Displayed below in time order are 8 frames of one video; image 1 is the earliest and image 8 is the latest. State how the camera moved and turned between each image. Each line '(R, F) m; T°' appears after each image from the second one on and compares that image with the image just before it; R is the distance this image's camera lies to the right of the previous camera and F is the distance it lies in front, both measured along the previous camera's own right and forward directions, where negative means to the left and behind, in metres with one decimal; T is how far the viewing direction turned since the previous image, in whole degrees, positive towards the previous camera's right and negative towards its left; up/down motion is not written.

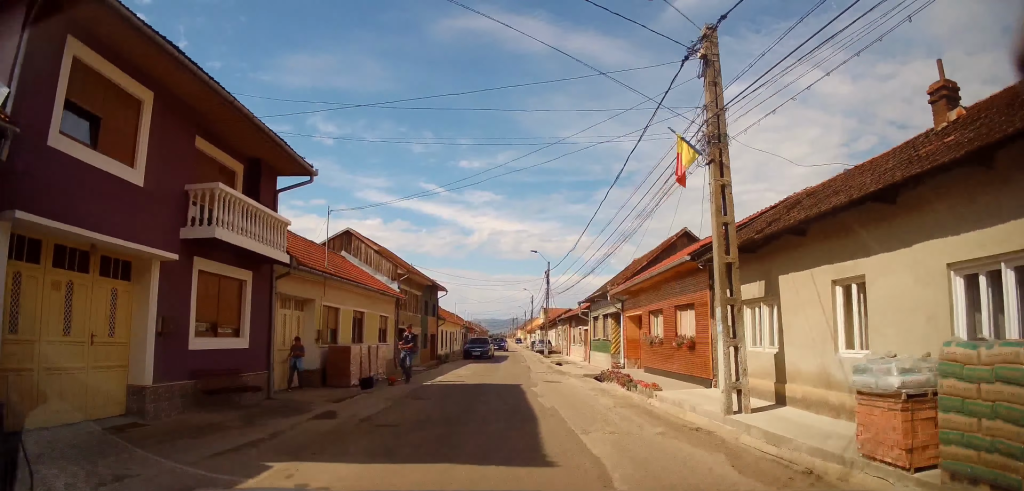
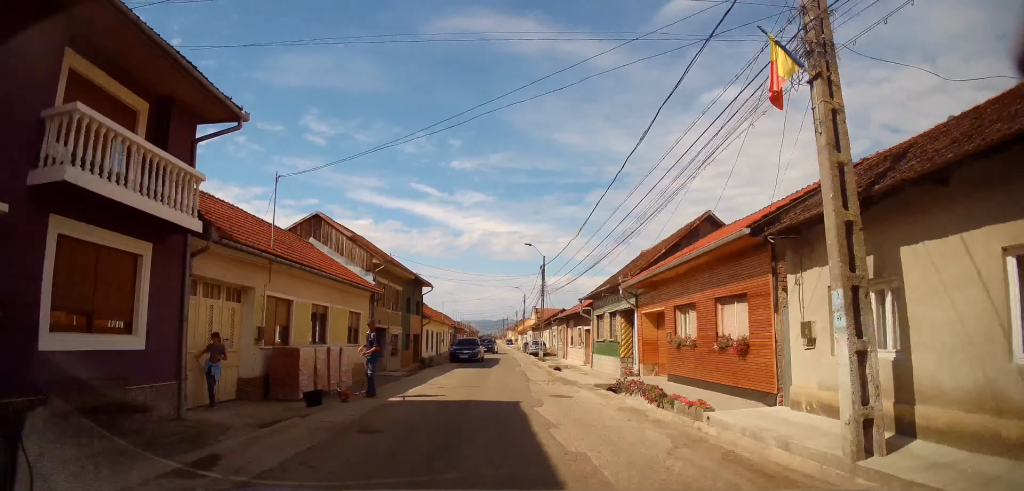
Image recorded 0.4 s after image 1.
(0.0, +4.0) m; -1°
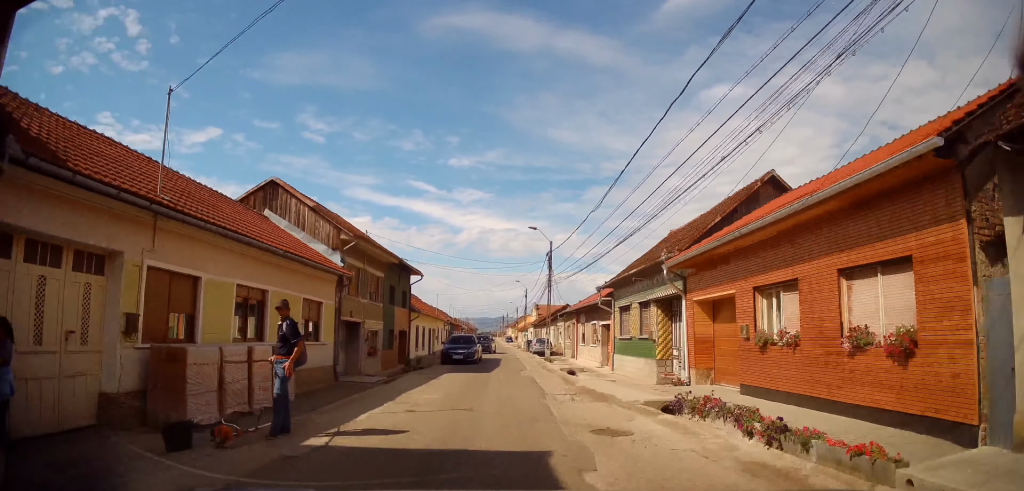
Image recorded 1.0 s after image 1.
(-0.1, +5.2) m; -1°
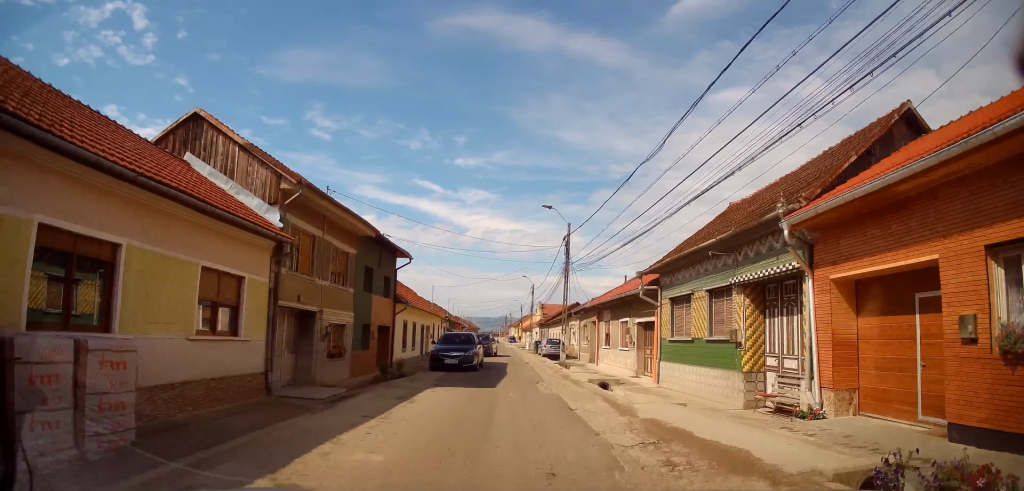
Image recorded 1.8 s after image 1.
(-0.1, +6.0) m; 0°
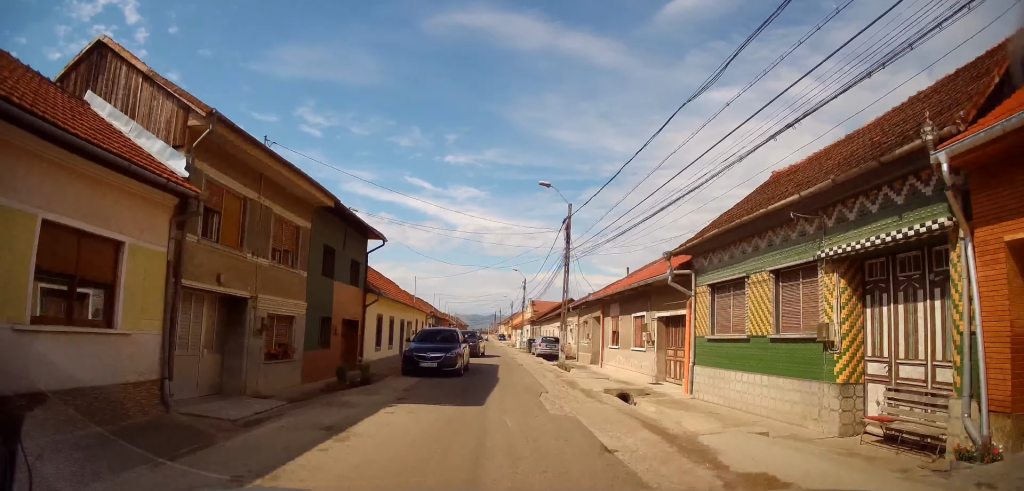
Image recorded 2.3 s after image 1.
(0.0, +4.0) m; +1°
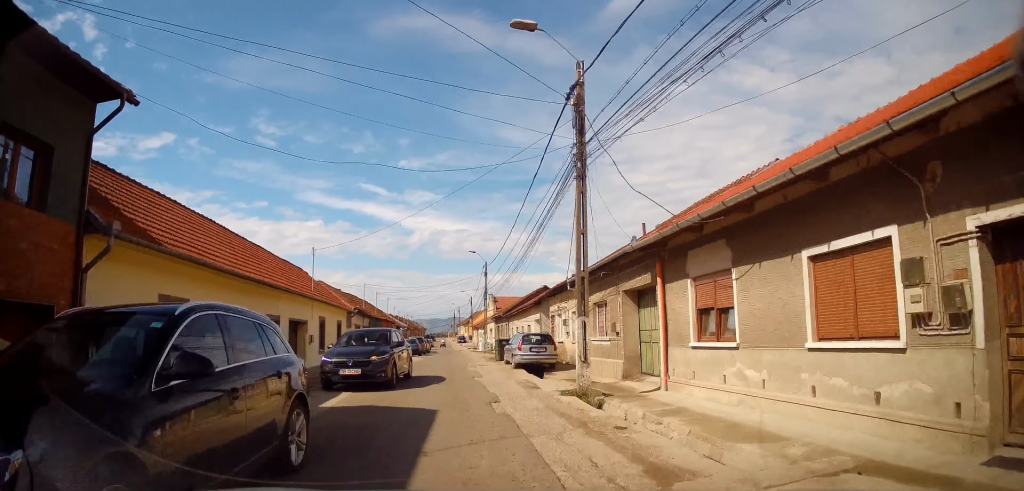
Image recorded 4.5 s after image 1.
(+1.1, +15.5) m; +6°
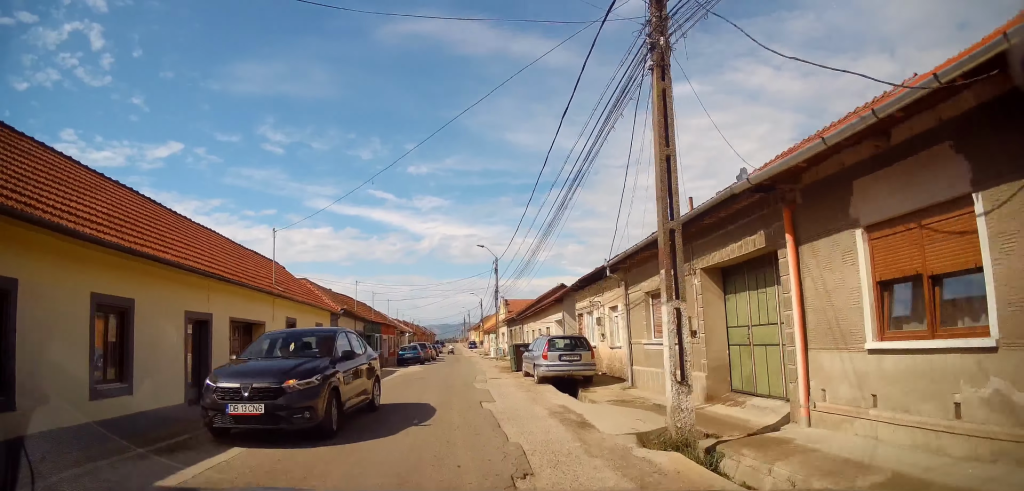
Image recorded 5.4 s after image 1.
(-0.1, +5.7) m; -2°
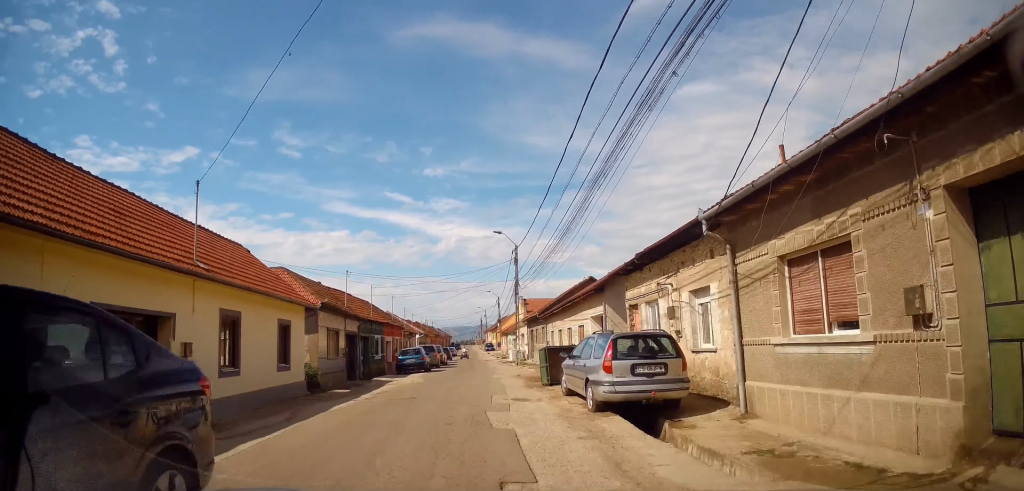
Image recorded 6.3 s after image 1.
(-0.1, +6.0) m; -4°
